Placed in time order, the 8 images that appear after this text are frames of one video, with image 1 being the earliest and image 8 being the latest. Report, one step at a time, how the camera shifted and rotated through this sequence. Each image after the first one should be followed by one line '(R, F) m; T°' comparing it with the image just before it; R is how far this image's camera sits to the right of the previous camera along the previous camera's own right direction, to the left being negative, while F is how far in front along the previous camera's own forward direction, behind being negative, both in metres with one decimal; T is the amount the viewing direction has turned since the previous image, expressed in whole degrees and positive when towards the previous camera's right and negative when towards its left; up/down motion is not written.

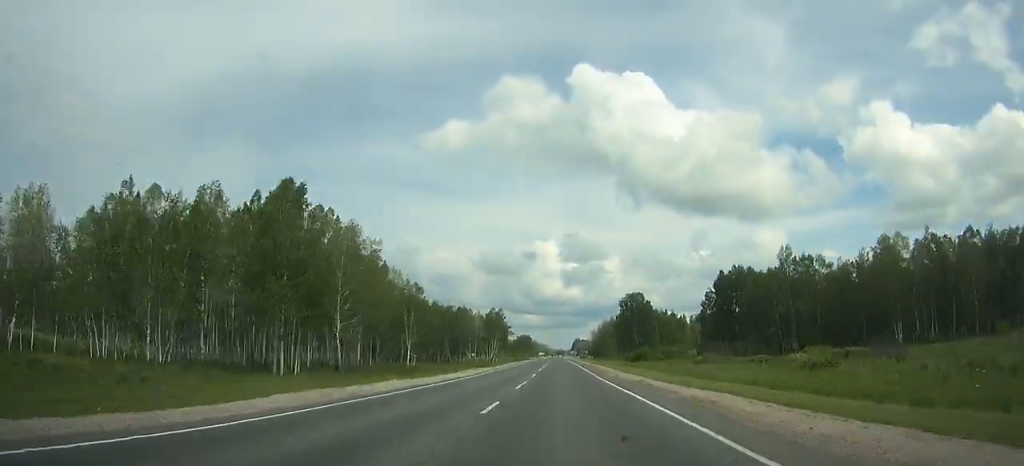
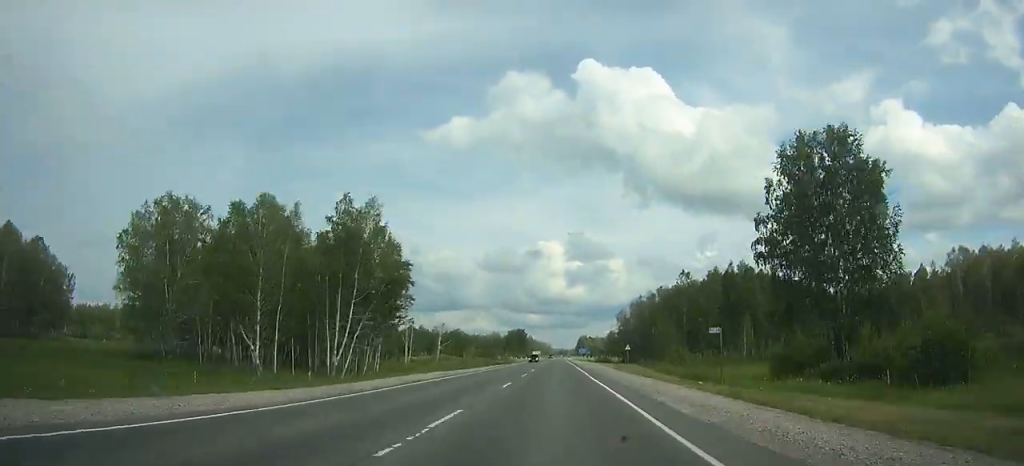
(-0.3, +118.8) m; 0°
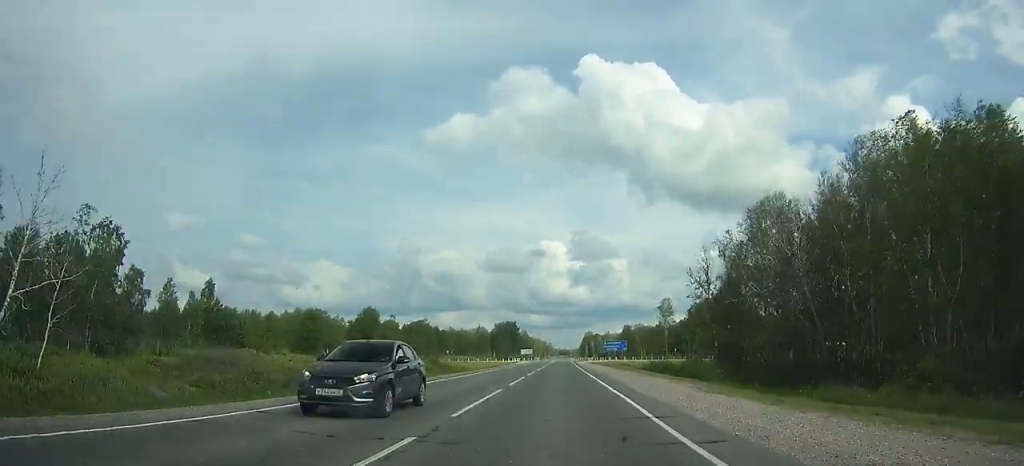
(-0.4, +105.2) m; 0°
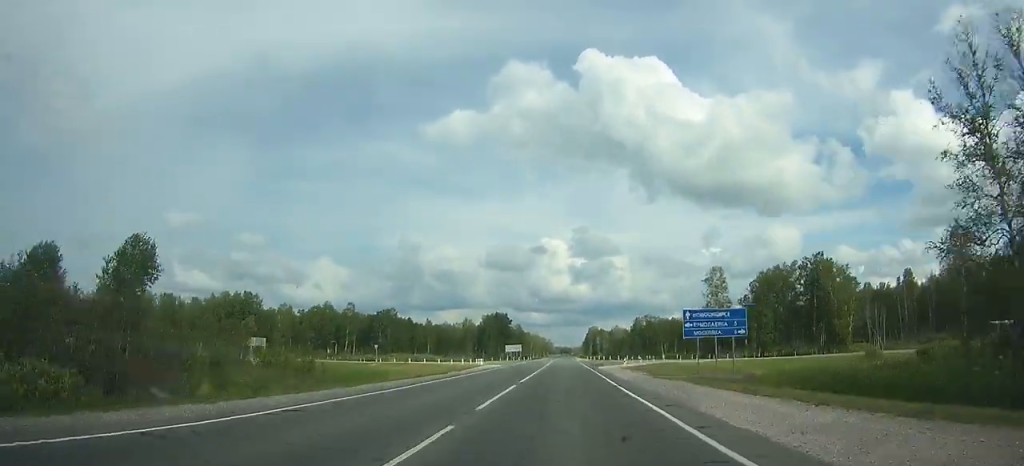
(-0.1, +61.8) m; 0°
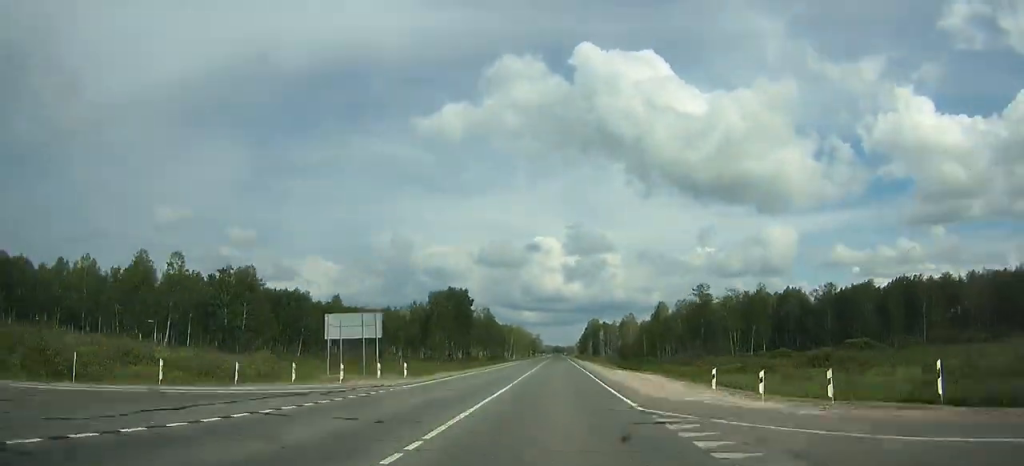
(+0.9, +108.5) m; +1°
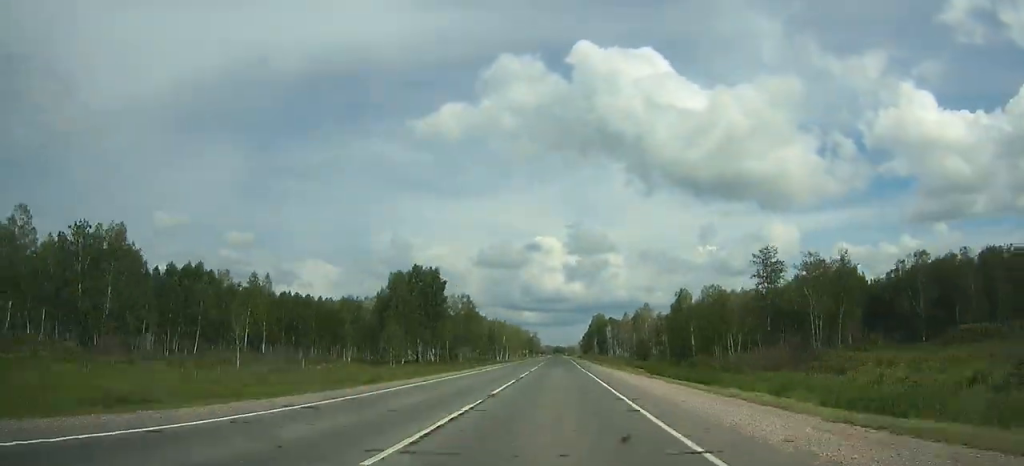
(+0.1, +44.9) m; 0°
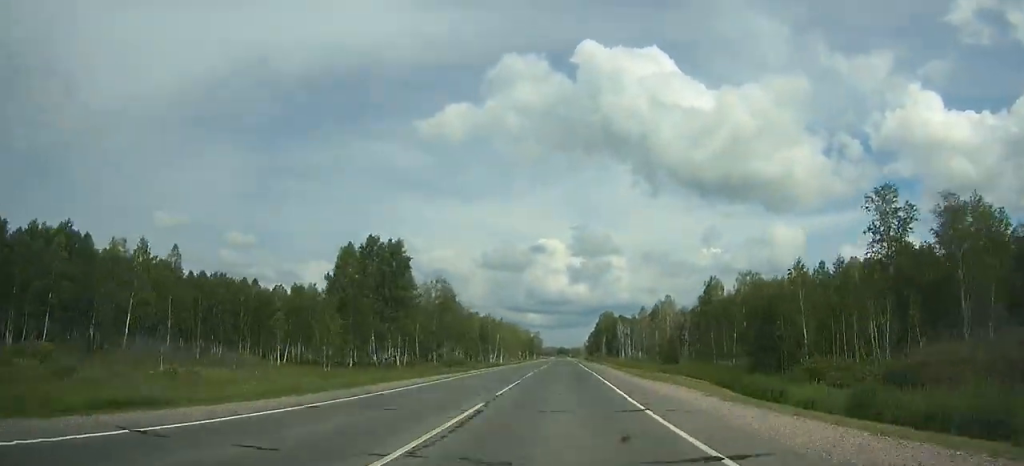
(0.0, +36.9) m; 0°
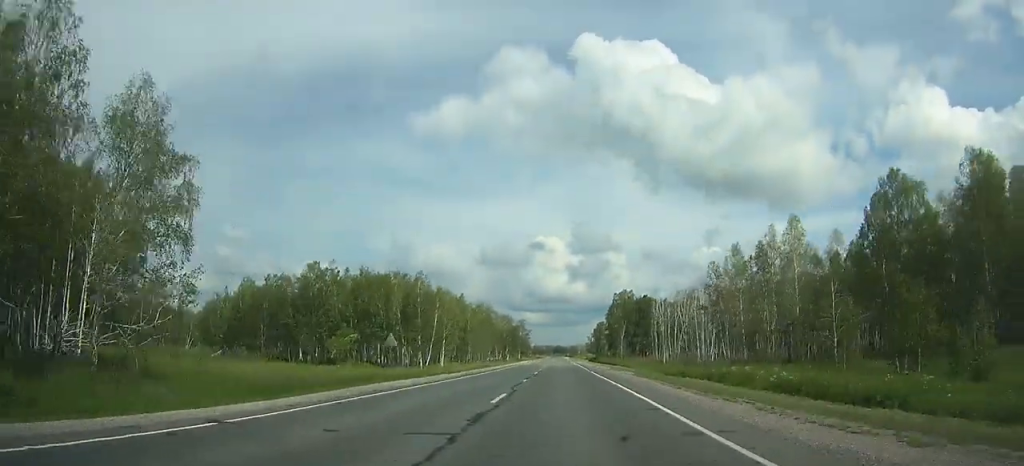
(+0.6, +103.7) m; +6°
